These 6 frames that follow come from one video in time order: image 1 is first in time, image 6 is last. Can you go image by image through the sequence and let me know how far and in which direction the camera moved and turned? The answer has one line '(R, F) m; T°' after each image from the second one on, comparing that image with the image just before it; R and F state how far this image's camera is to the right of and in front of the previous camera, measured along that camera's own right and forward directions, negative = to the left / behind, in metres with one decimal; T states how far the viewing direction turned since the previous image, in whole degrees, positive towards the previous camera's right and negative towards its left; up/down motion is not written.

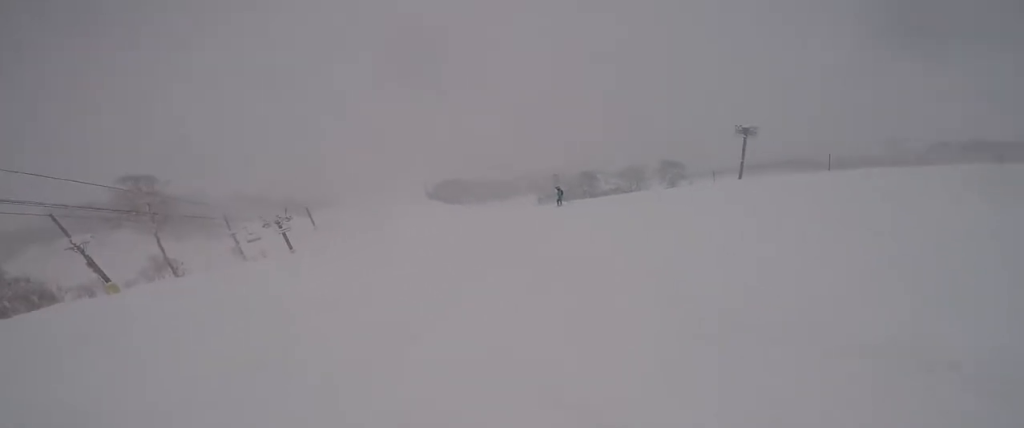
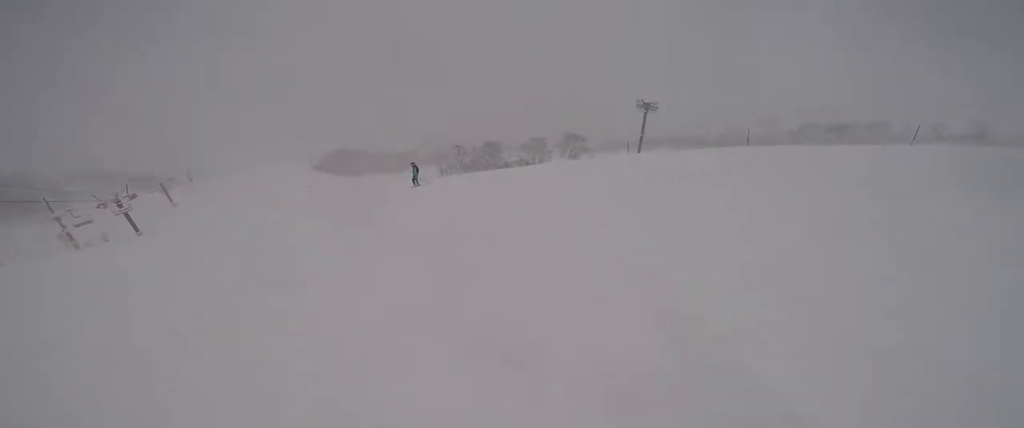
(+1.4, +4.1) m; +29°
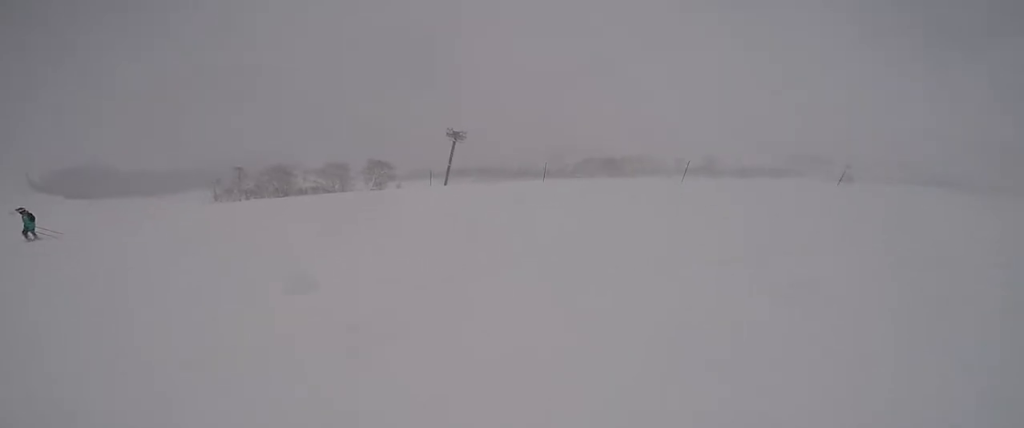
(+0.6, +3.7) m; +21°
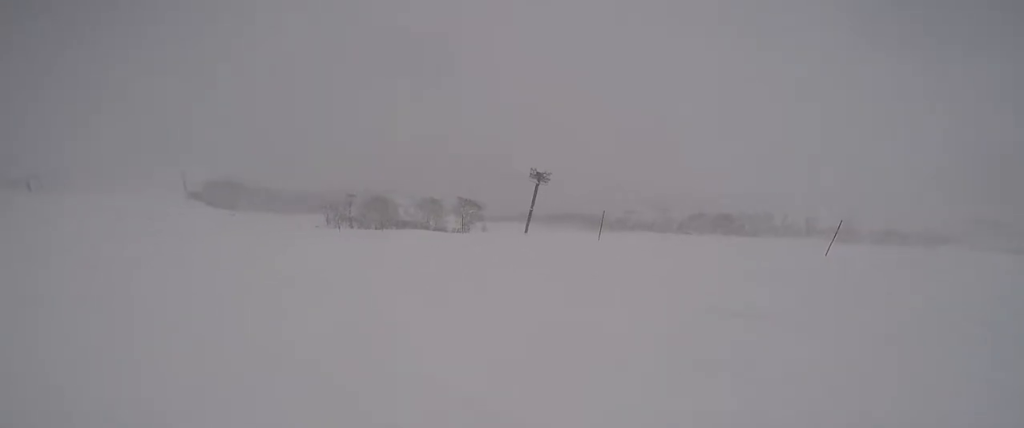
(+0.2, +10.2) m; -34°
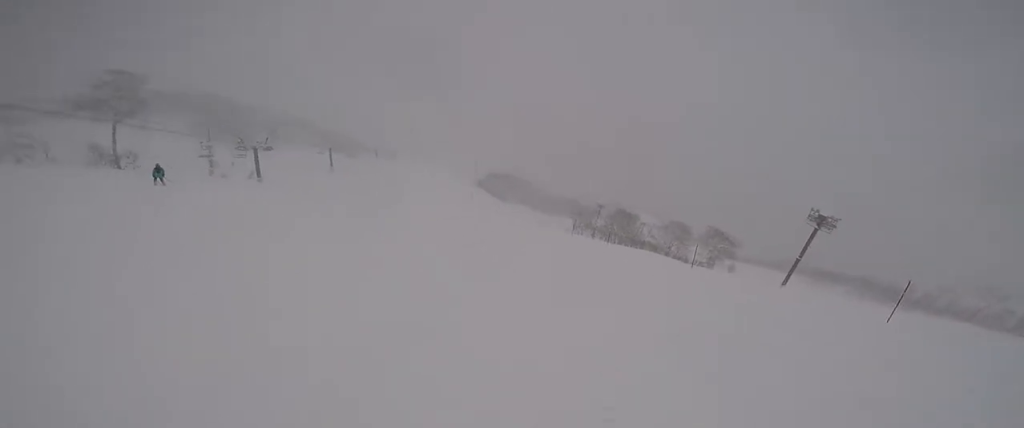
(-0.9, +3.1) m; -38°
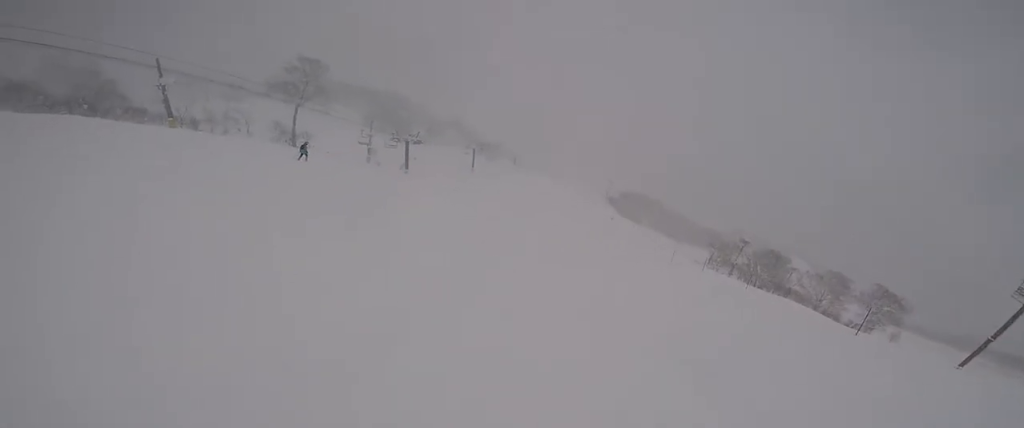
(-0.9, +2.5) m; -19°
